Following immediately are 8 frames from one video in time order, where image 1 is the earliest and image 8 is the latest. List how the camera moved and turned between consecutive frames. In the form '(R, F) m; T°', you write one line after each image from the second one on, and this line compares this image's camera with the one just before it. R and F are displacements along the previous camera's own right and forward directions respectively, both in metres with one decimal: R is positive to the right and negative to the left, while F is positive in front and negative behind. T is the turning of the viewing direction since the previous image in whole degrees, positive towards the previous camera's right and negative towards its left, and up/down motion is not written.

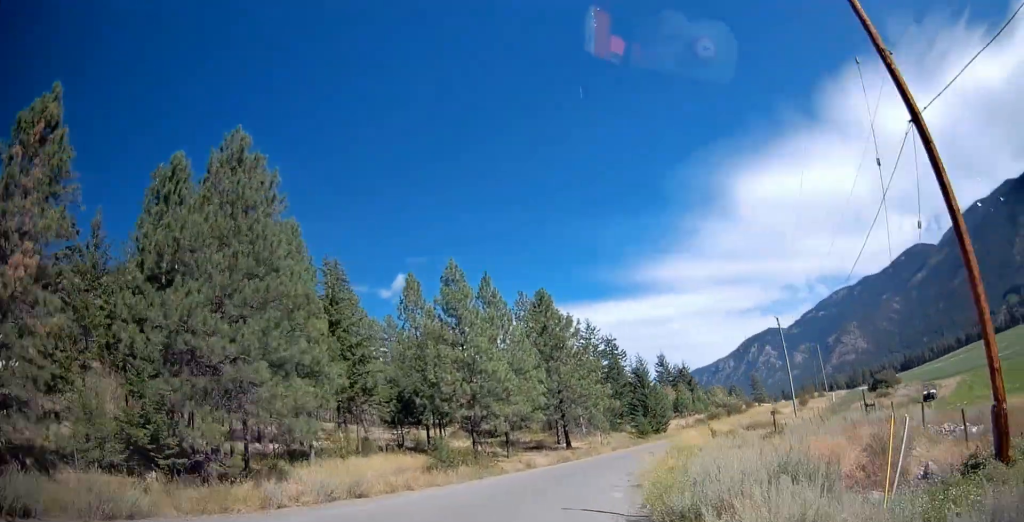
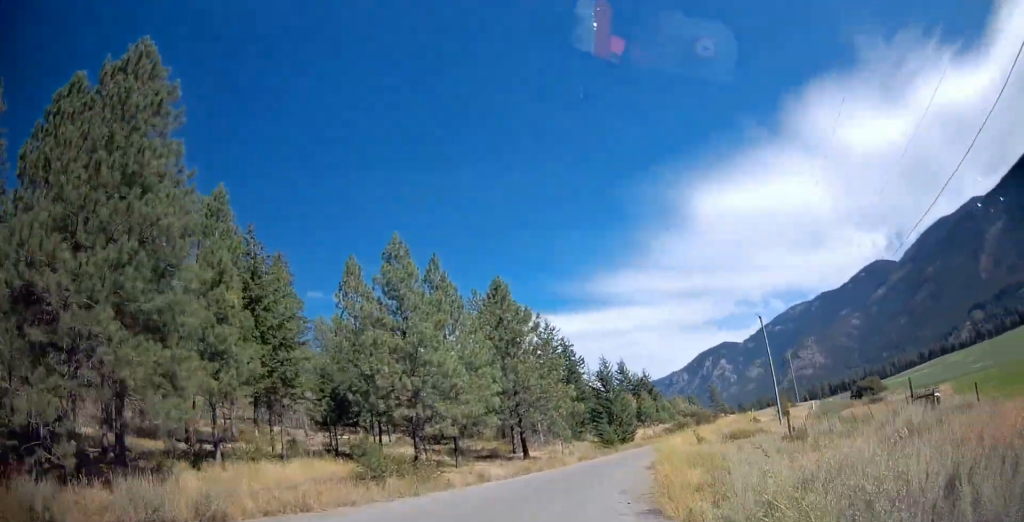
(+0.6, +6.9) m; +3°
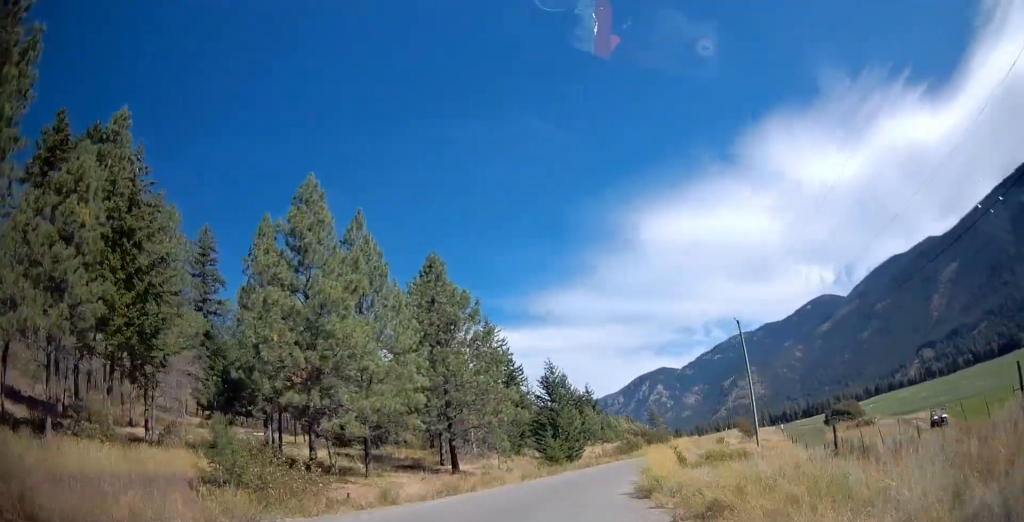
(+0.3, +8.8) m; +4°
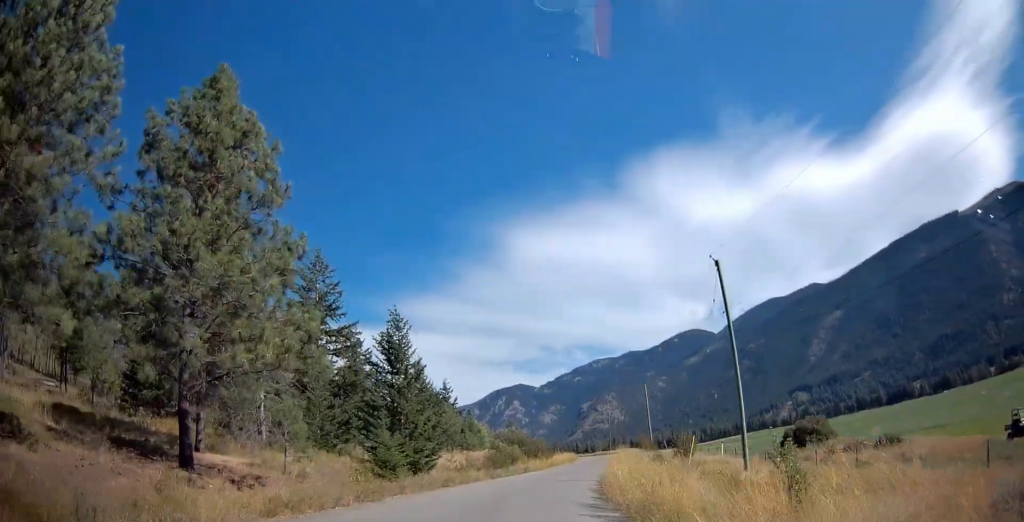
(+2.6, +21.1) m; +17°
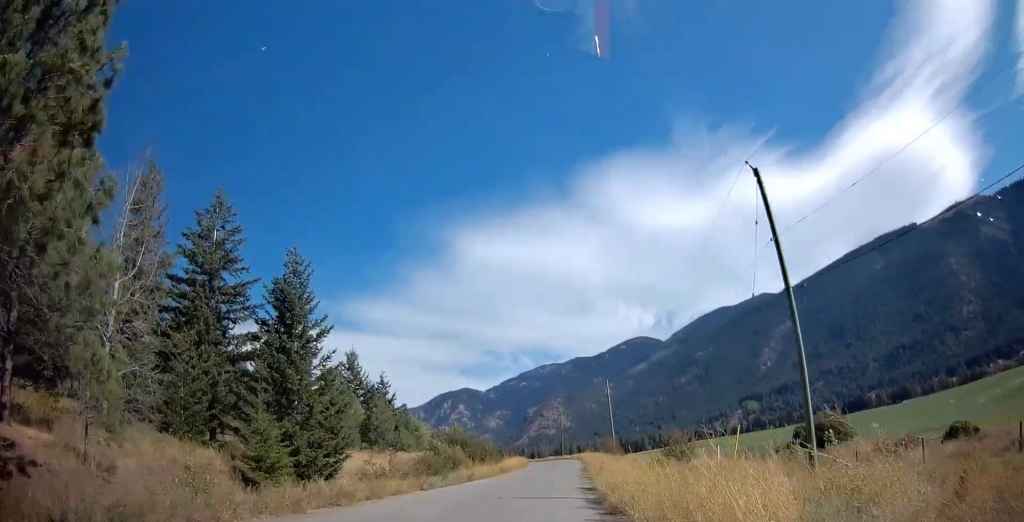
(+0.9, +11.0) m; +8°
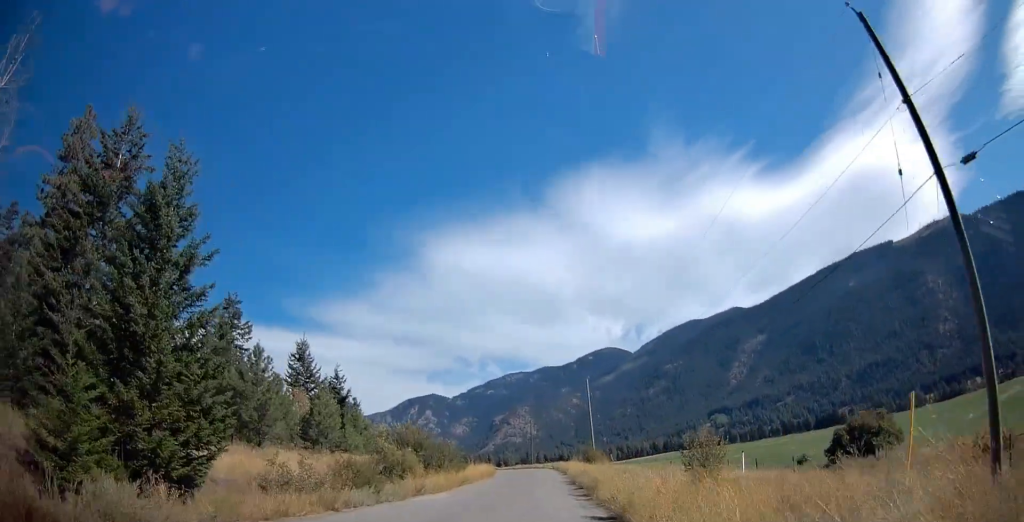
(+0.5, +9.8) m; +4°
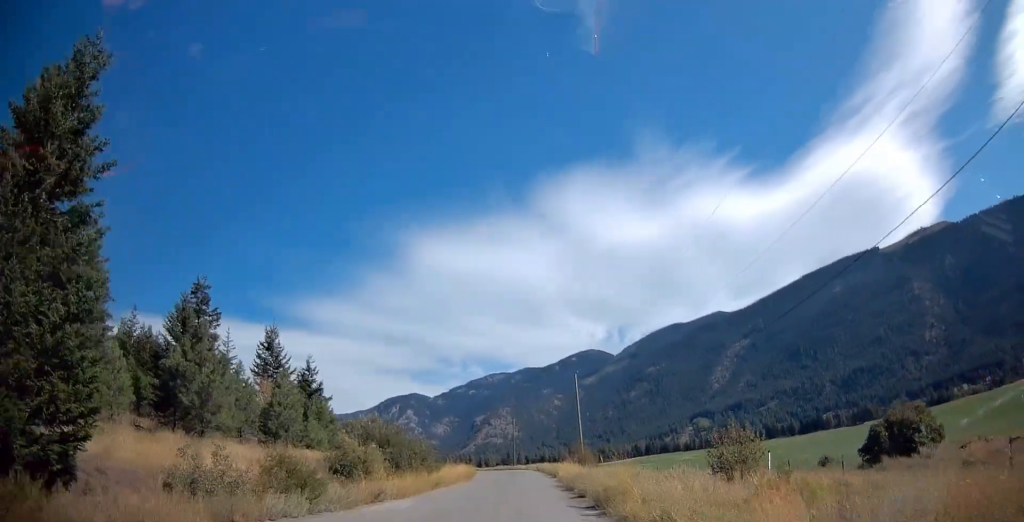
(+0.1, +5.6) m; +2°
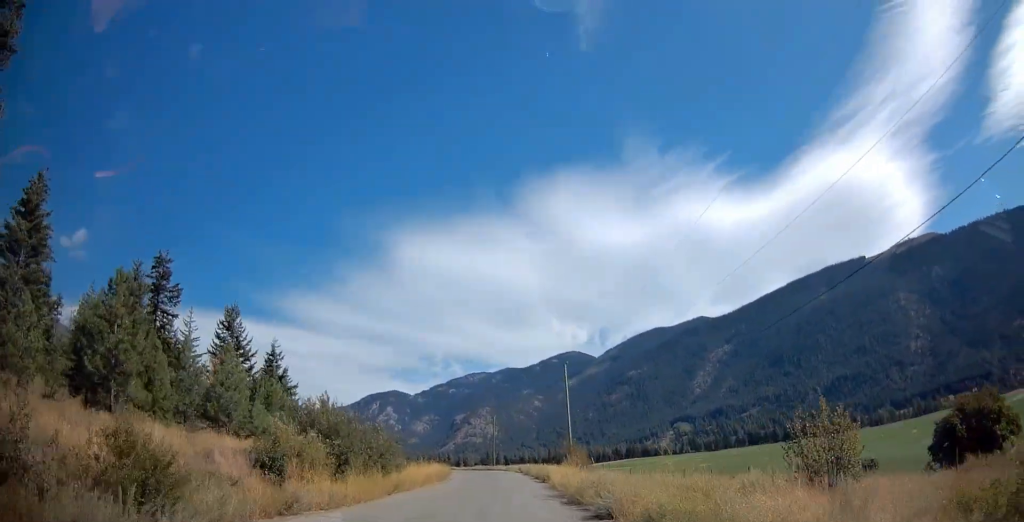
(-0.1, +7.4) m; +2°
